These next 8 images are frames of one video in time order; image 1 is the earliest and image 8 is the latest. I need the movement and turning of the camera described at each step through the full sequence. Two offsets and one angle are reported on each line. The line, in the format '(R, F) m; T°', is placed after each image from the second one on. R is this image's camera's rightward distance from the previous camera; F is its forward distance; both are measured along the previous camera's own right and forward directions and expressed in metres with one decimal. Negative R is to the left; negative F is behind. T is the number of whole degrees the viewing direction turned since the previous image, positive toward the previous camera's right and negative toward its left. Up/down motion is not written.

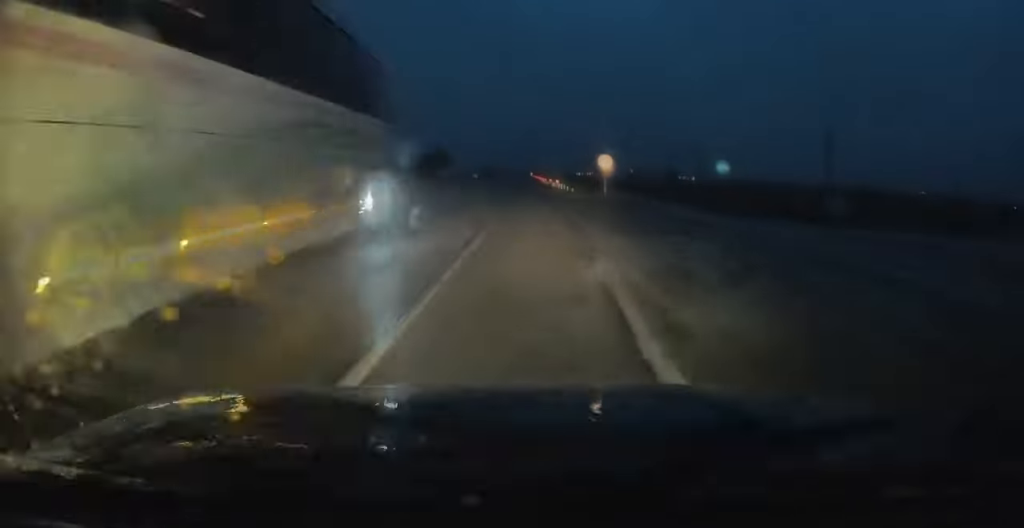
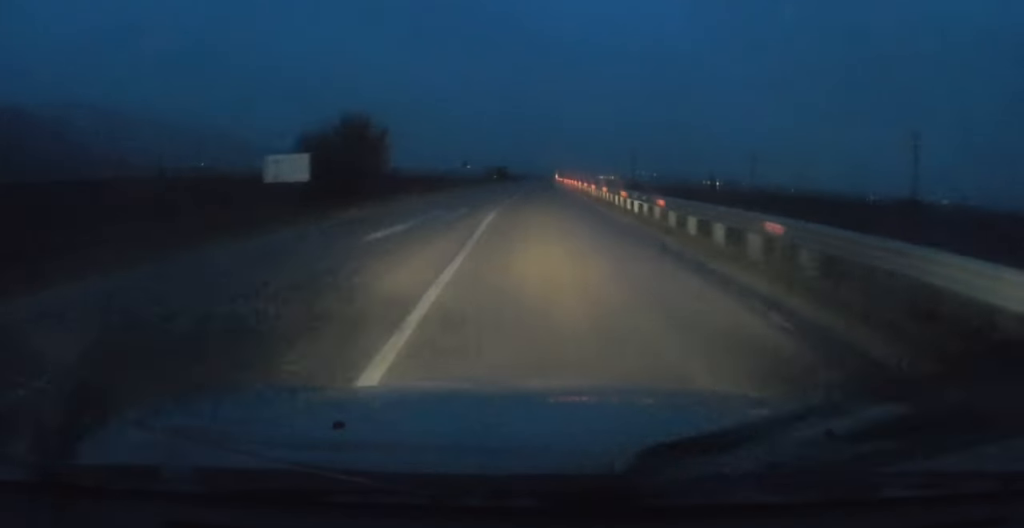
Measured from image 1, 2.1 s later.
(-0.4, +50.0) m; +1°
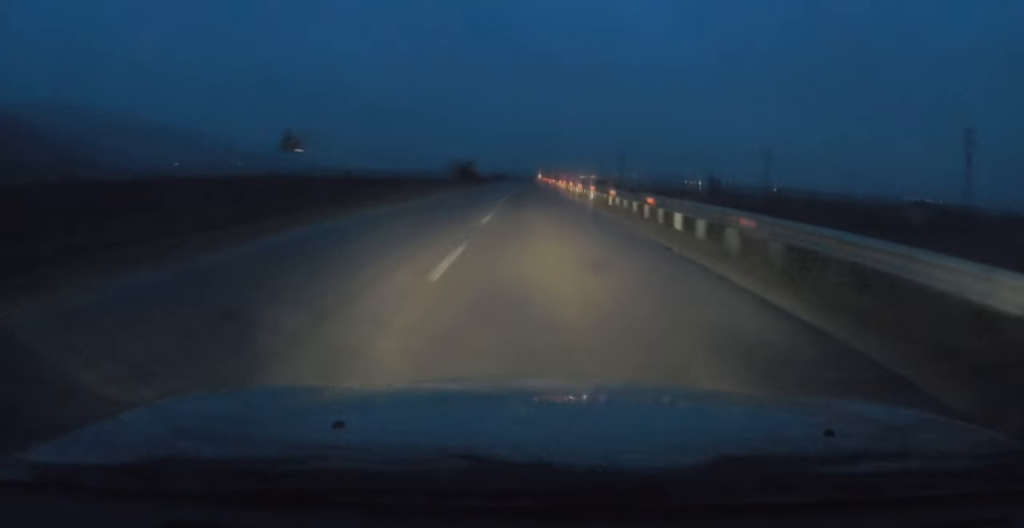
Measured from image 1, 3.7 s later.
(+0.7, +39.7) m; +1°
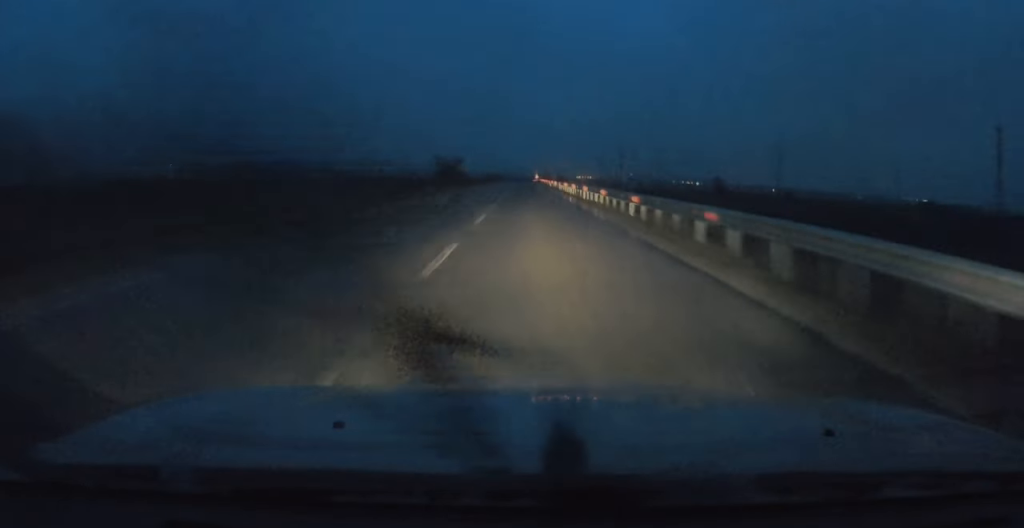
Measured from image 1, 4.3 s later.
(0.0, +14.7) m; 0°
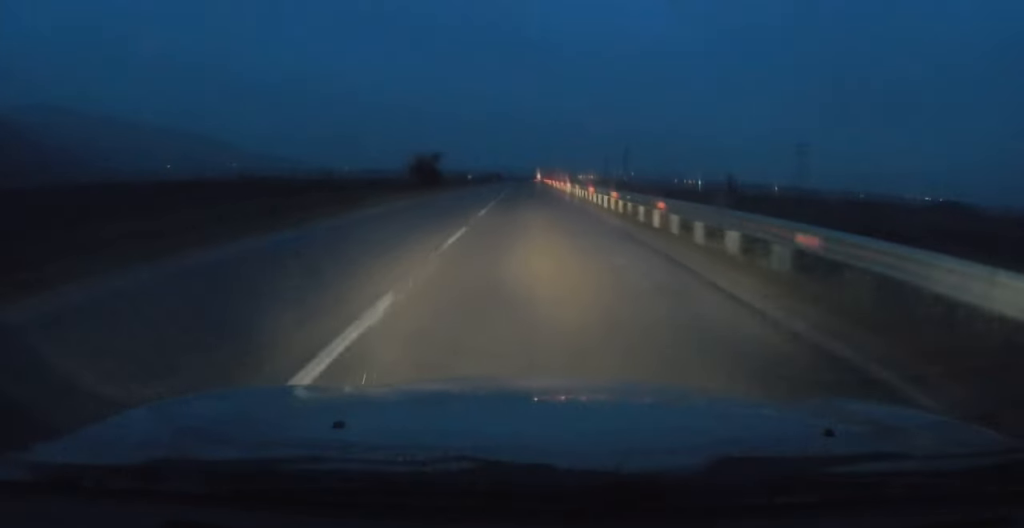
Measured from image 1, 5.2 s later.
(-0.1, +20.5) m; 0°
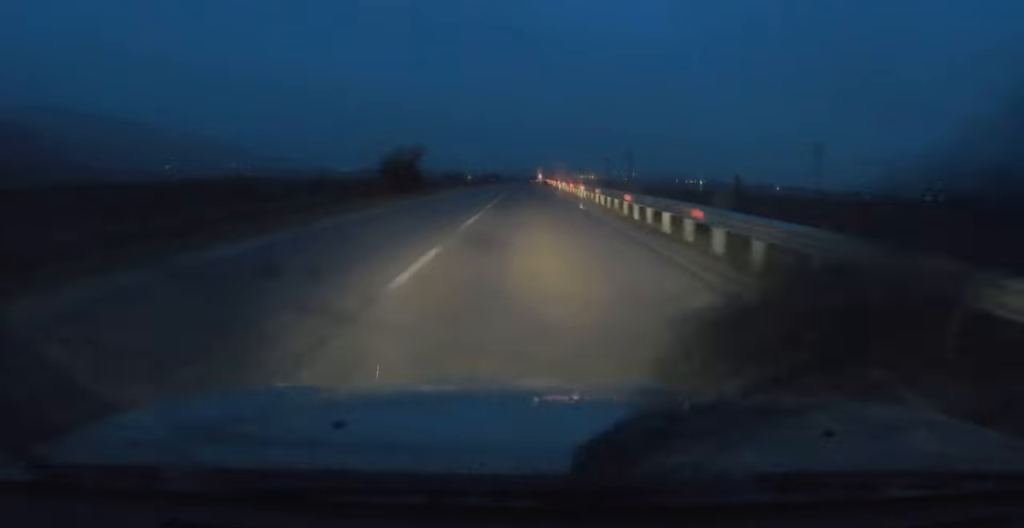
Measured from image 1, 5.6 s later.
(0.0, +11.5) m; 0°
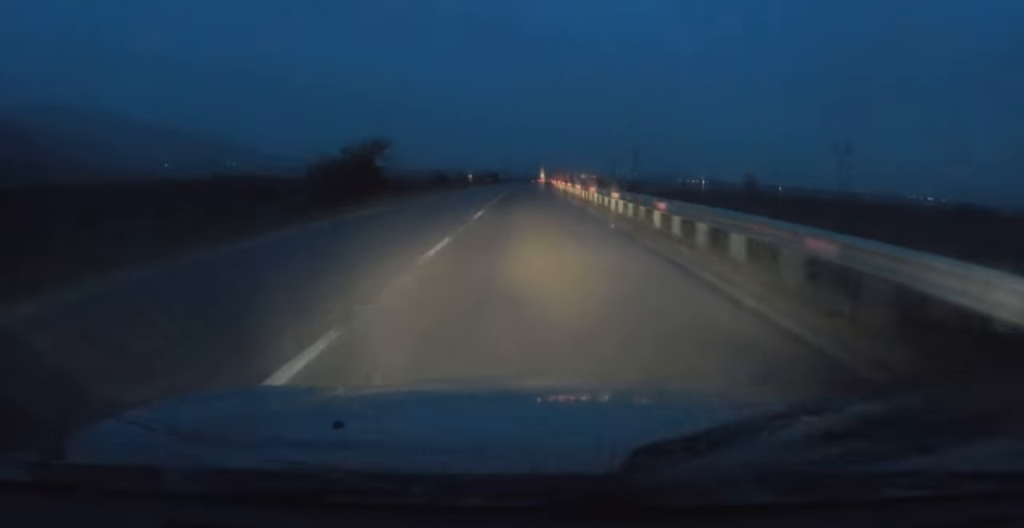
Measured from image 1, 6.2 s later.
(0.0, +13.2) m; 0°
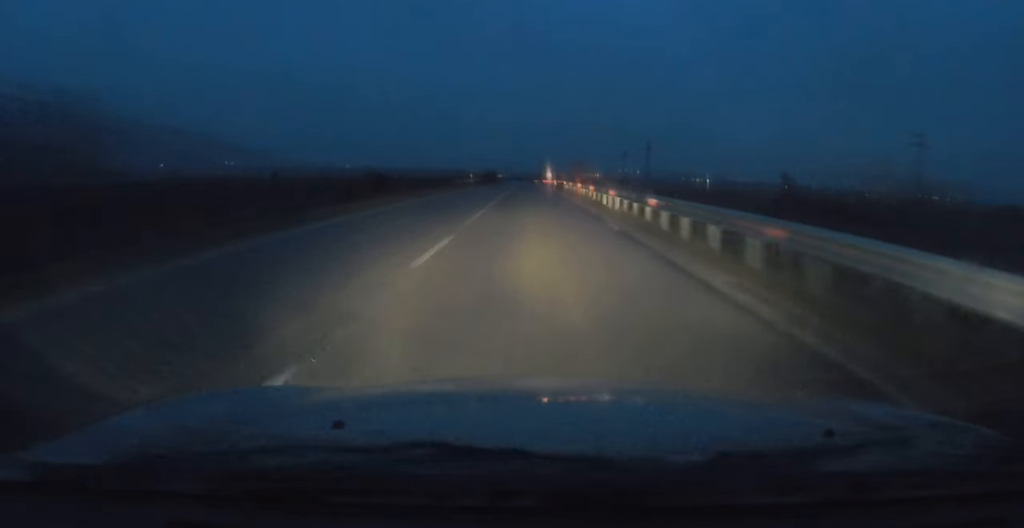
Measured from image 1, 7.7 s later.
(-0.2, +38.9) m; 0°
